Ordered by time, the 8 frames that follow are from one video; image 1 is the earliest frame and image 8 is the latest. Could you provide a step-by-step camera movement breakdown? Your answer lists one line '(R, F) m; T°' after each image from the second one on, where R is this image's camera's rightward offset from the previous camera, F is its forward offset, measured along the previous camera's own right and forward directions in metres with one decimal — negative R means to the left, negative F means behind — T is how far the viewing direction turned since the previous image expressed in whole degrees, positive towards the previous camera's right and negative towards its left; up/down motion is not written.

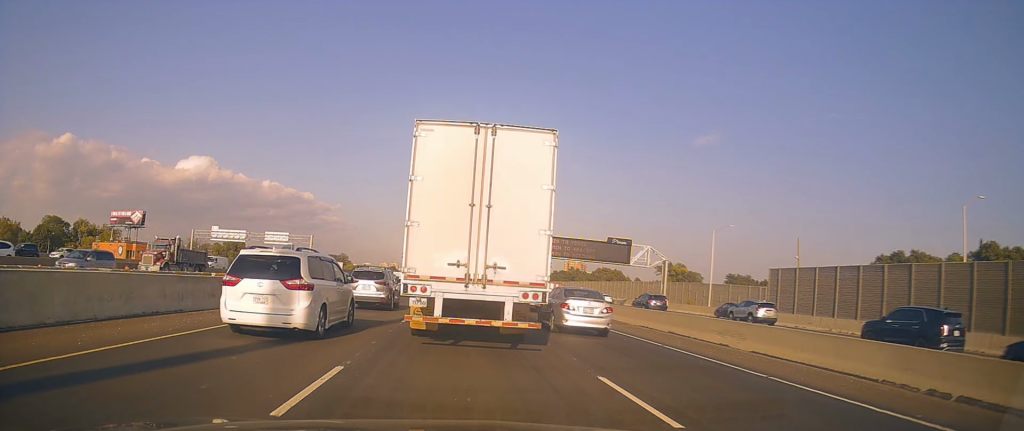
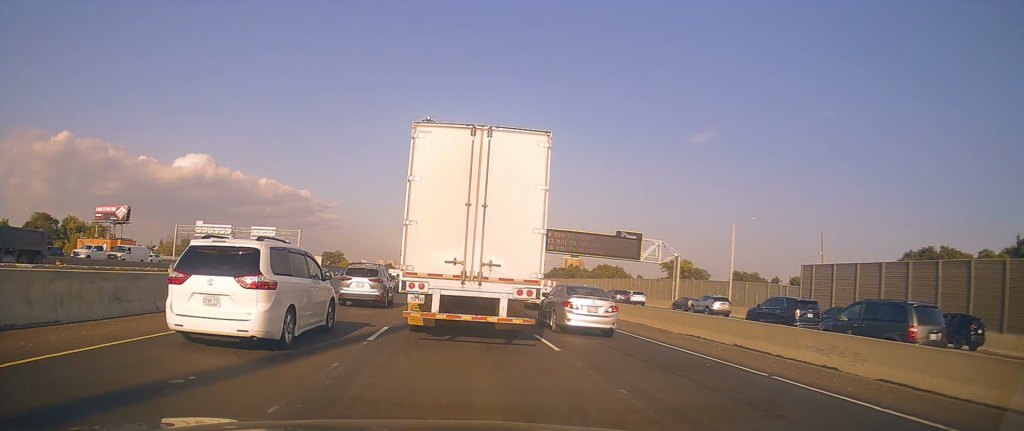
(-0.3, +6.0) m; -1°
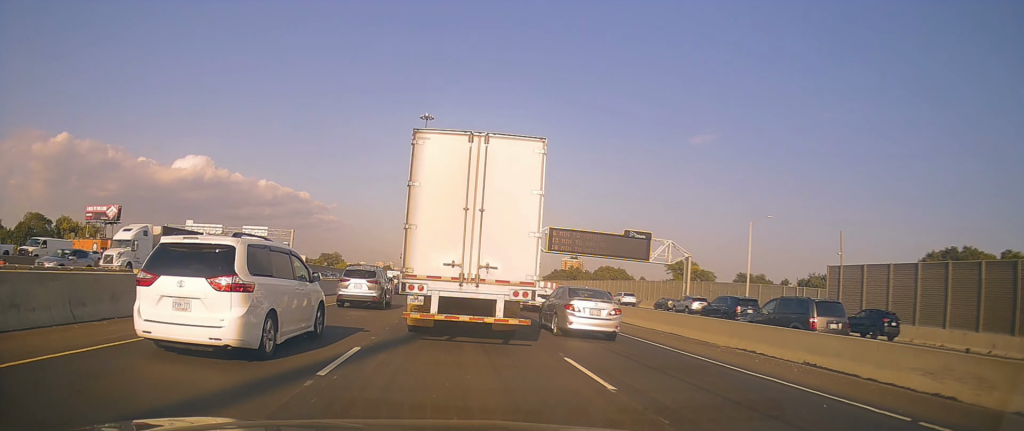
(0.0, +4.1) m; -1°
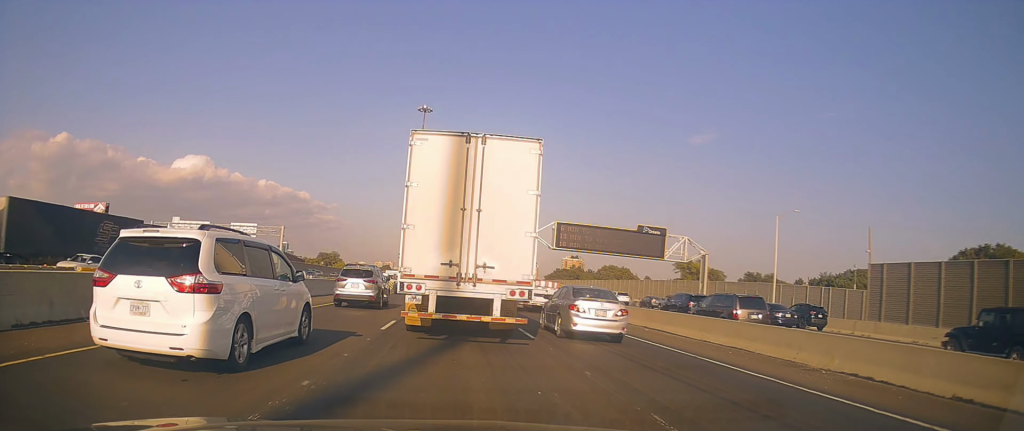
(+0.1, +5.3) m; 0°
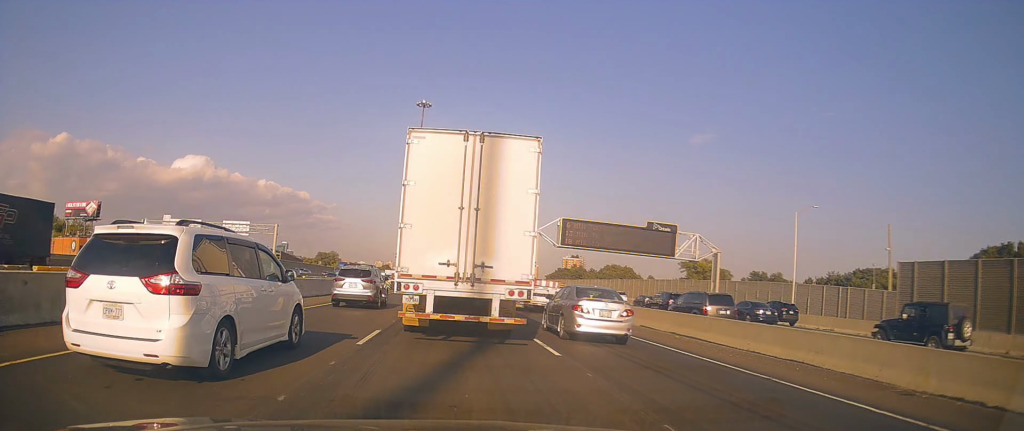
(-0.2, +3.4) m; +1°
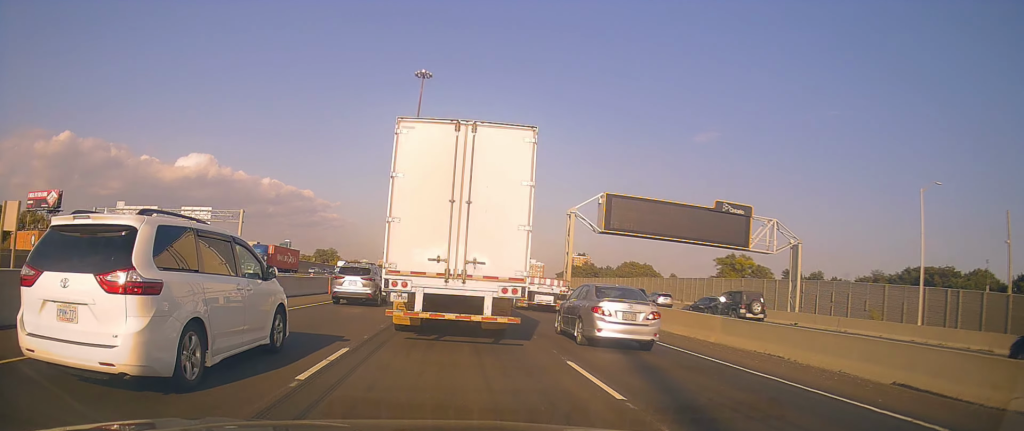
(+0.2, +16.4) m; +1°
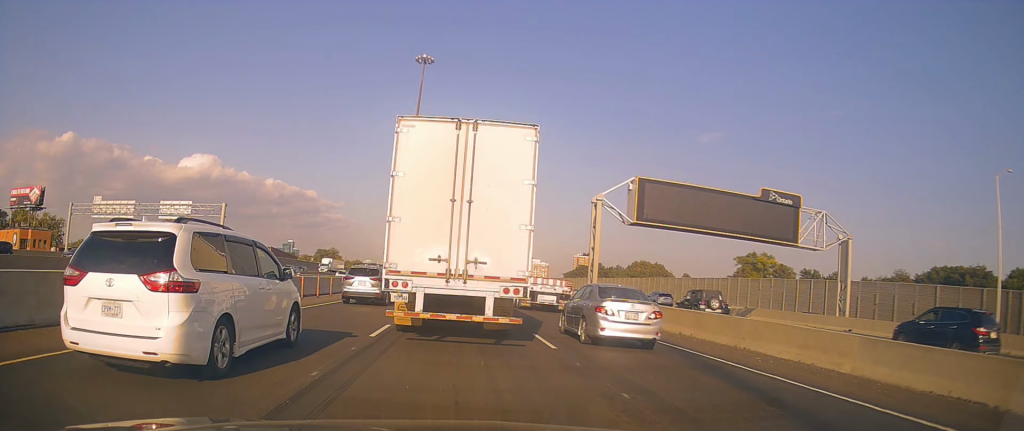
(+0.1, +7.2) m; +2°
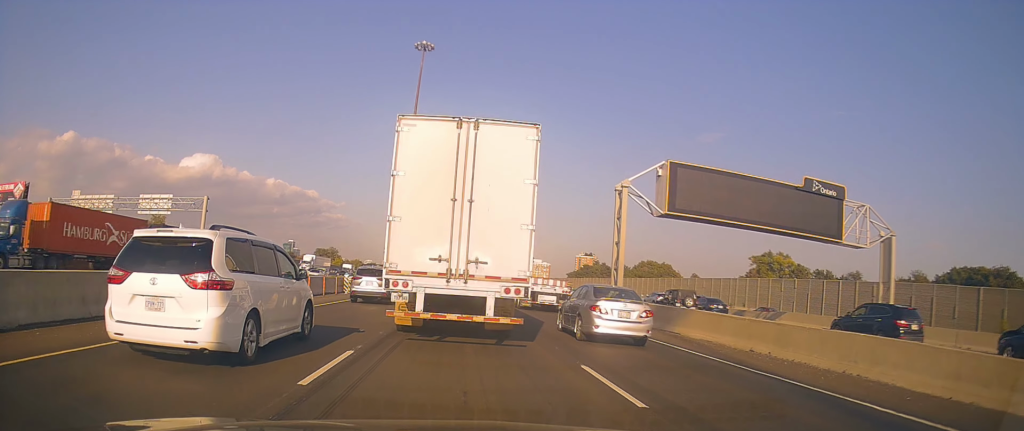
(+0.2, +5.5) m; +1°
